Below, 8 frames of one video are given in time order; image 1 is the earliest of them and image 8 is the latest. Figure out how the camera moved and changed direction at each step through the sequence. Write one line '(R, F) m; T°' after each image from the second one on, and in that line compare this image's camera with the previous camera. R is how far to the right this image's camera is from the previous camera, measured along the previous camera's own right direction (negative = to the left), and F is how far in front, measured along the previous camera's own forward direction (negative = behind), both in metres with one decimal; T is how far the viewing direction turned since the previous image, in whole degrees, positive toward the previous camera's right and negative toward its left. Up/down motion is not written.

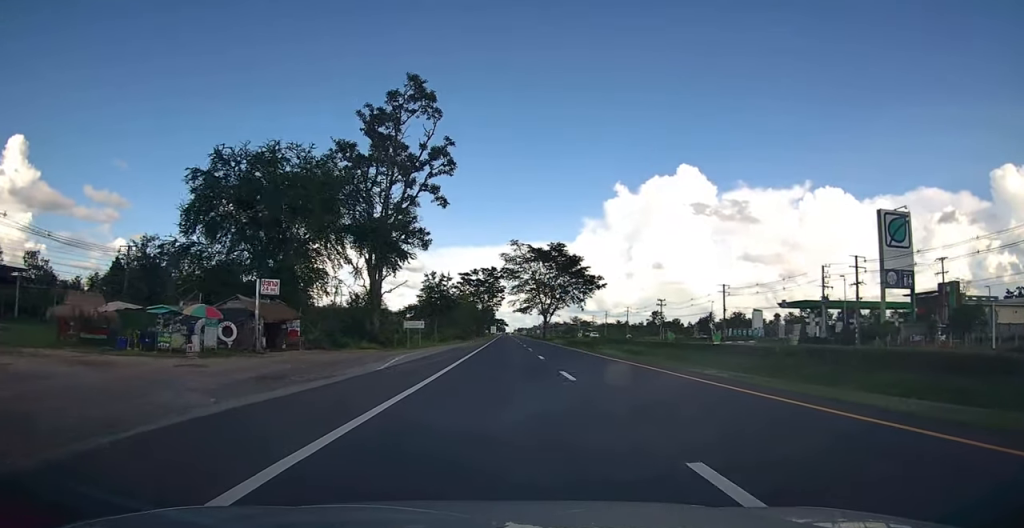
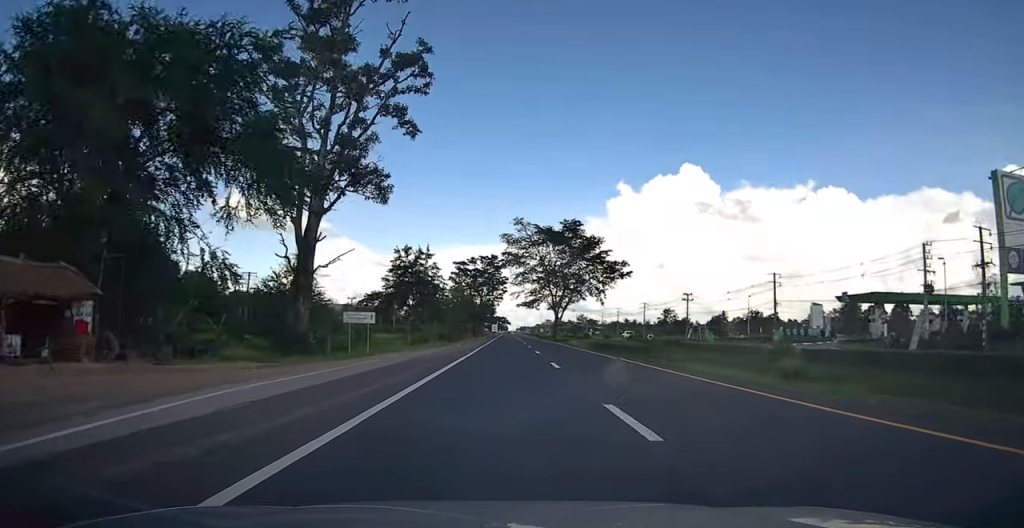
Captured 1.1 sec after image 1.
(+0.1, +19.9) m; 0°
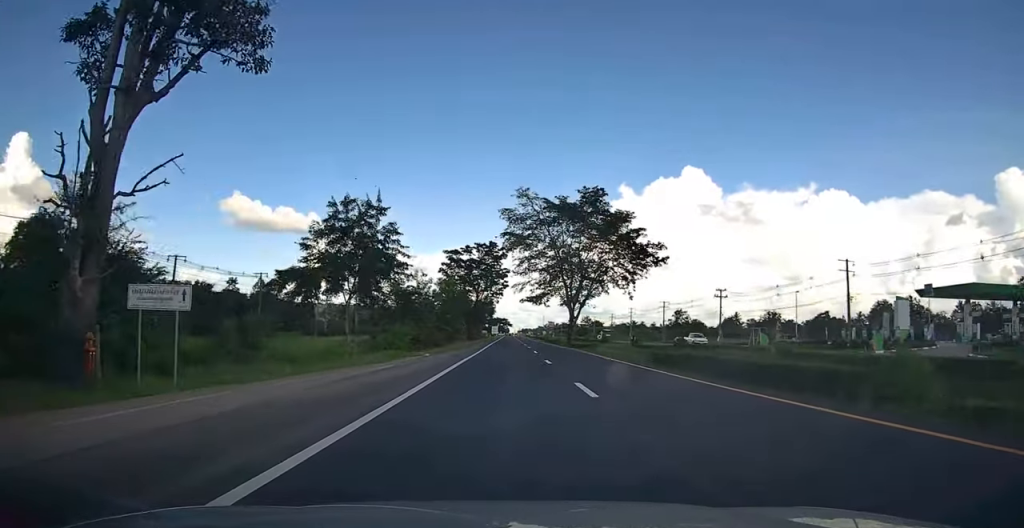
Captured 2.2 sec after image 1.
(0.0, +19.7) m; 0°
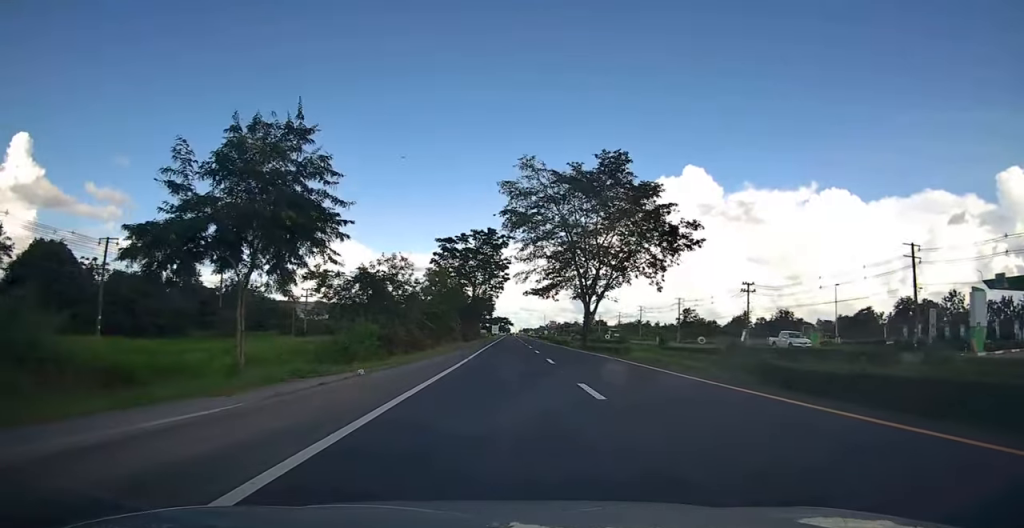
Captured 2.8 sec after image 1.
(0.0, +12.4) m; 0°
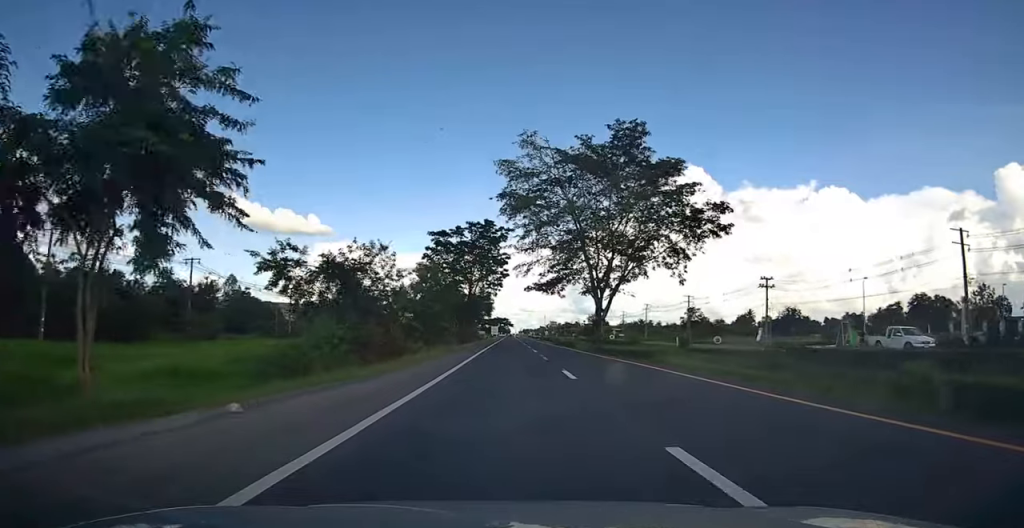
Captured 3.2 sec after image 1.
(0.0, +7.5) m; 0°
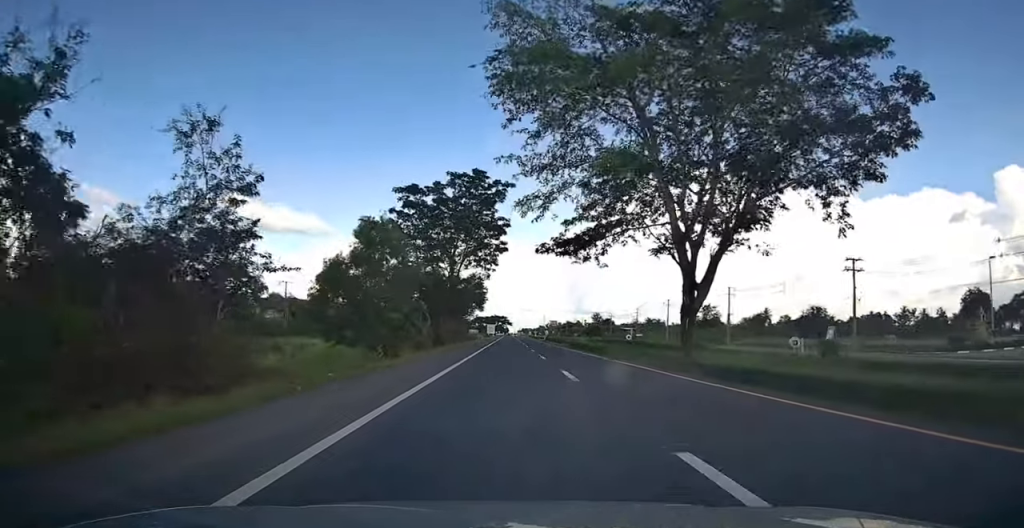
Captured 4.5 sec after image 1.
(0.0, +24.7) m; -1°
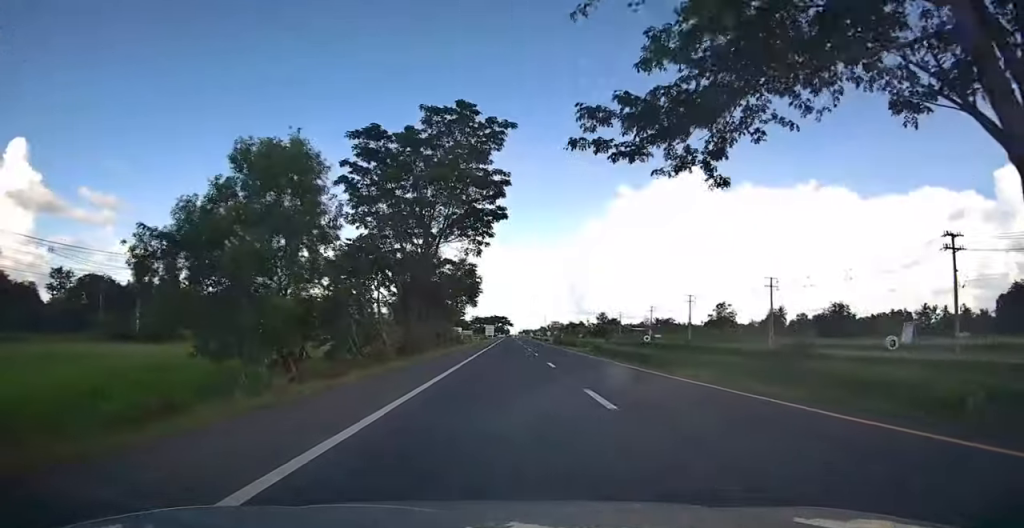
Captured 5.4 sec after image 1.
(-0.2, +17.2) m; 0°
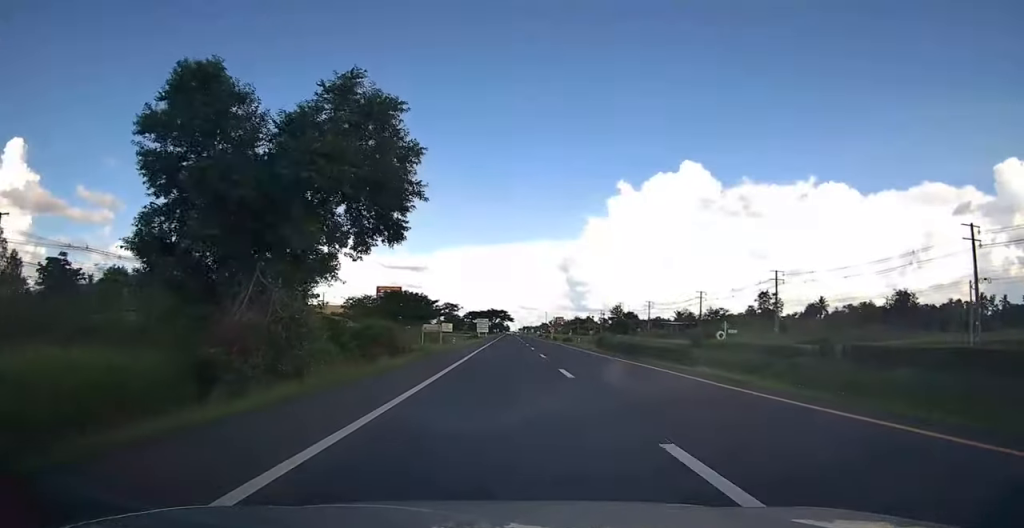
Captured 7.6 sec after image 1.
(+0.2, +42.8) m; 0°
